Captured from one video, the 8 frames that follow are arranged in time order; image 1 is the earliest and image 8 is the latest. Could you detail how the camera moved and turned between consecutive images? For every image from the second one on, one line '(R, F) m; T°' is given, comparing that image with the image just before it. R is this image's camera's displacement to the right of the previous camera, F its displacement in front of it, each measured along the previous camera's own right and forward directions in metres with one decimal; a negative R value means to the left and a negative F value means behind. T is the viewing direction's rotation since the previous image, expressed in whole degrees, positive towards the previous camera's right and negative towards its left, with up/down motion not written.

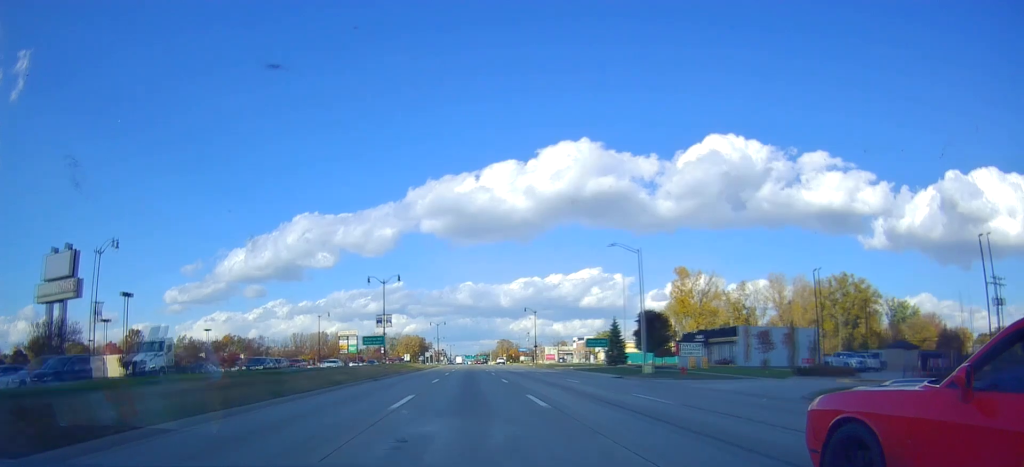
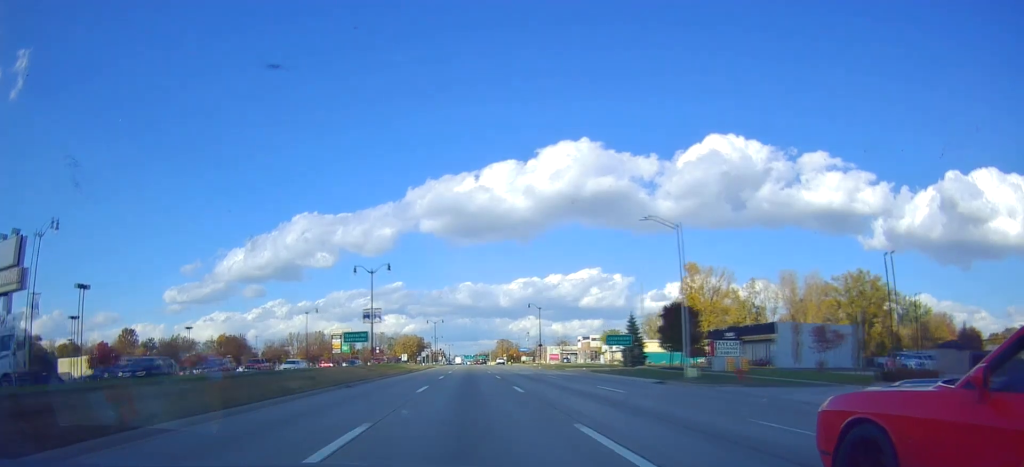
(+0.3, +8.4) m; +1°
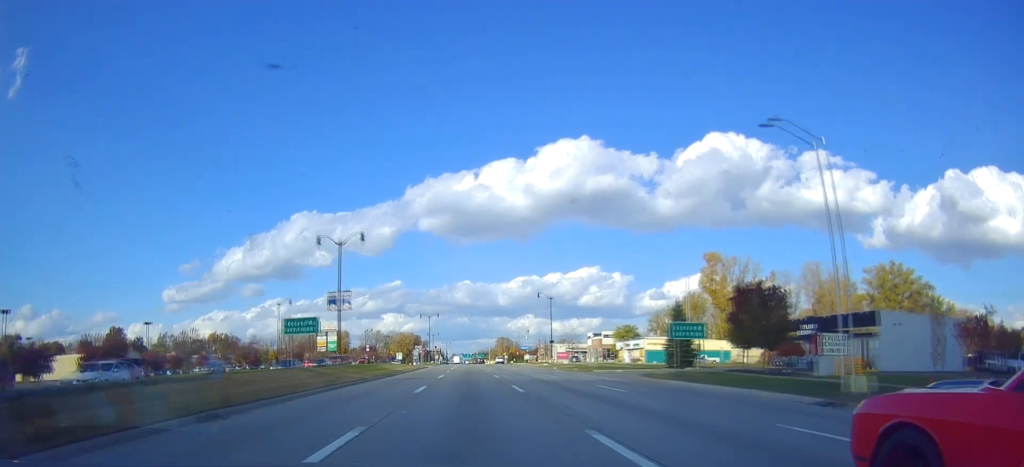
(-0.3, +15.5) m; 0°
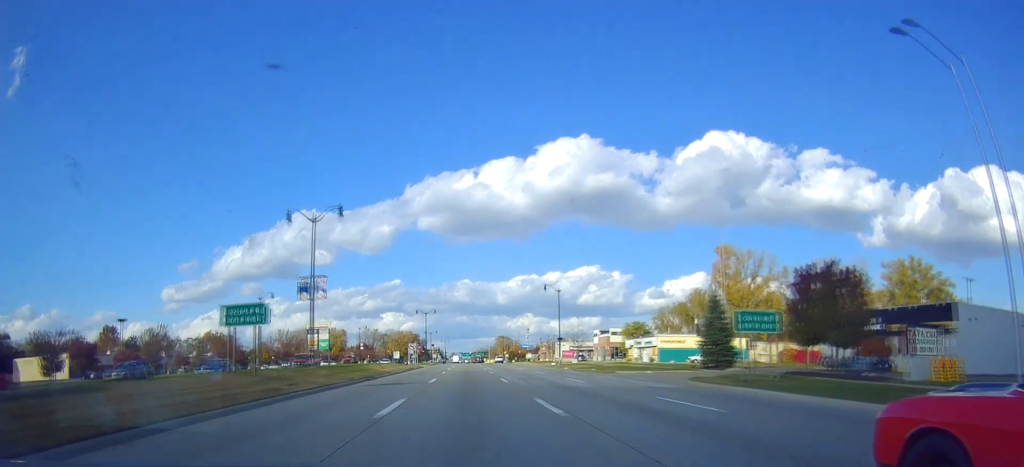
(0.0, +8.4) m; 0°
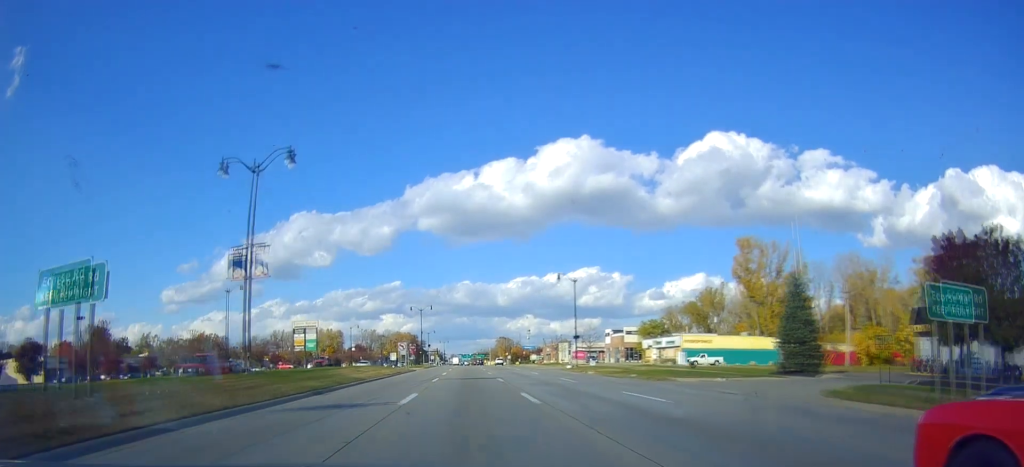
(+0.2, +12.2) m; +1°
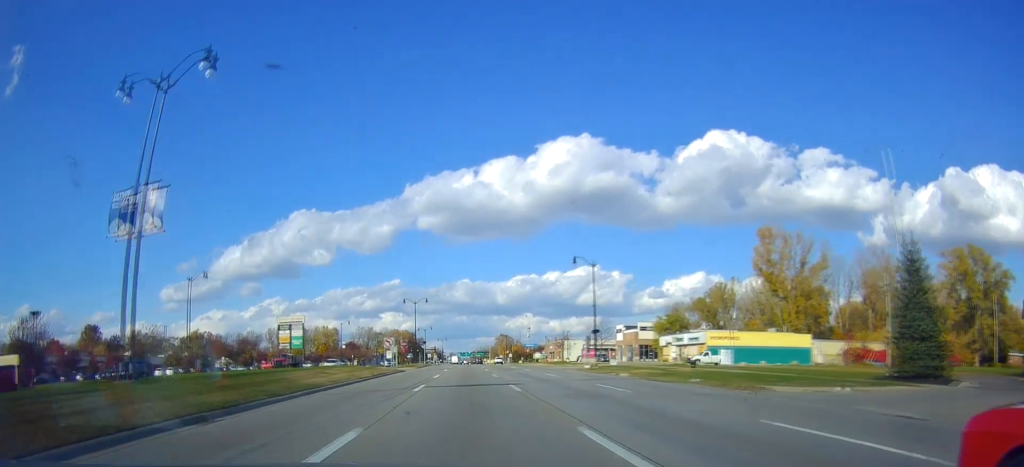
(0.0, +10.9) m; 0°
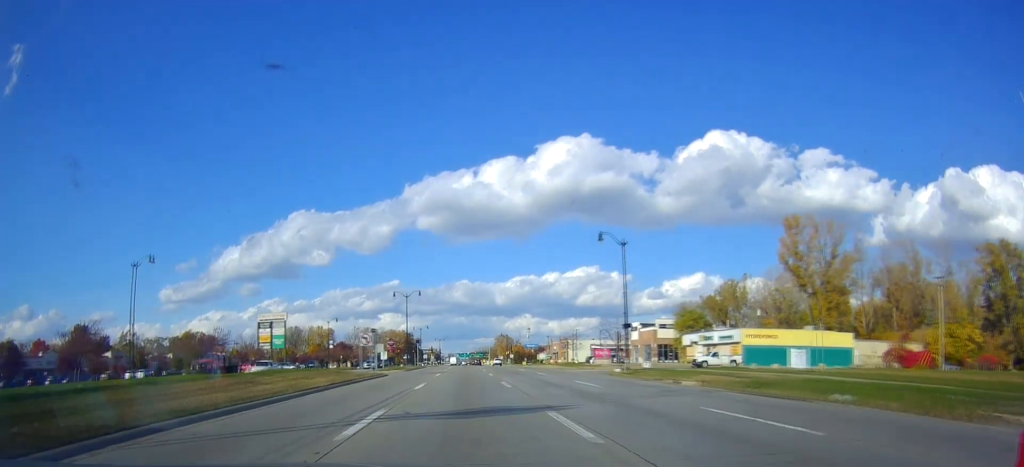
(0.0, +12.2) m; 0°
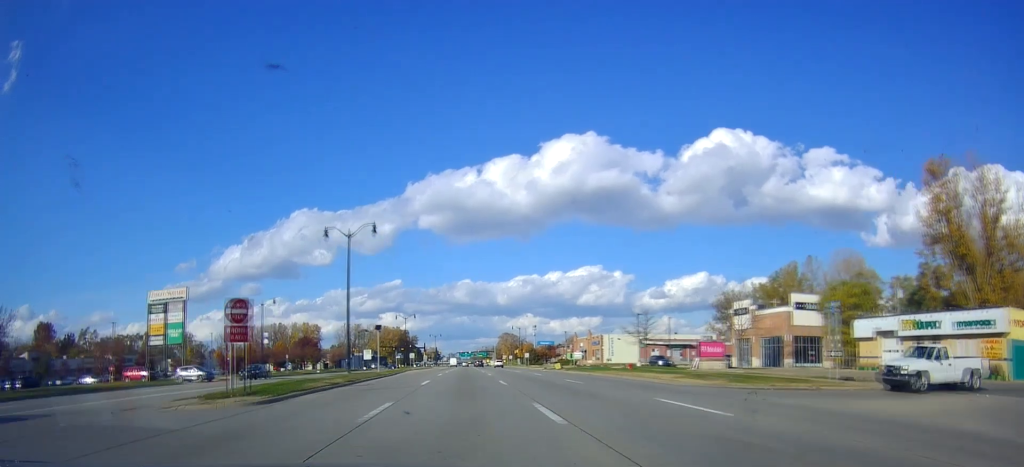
(-1.5, +42.7) m; -2°
